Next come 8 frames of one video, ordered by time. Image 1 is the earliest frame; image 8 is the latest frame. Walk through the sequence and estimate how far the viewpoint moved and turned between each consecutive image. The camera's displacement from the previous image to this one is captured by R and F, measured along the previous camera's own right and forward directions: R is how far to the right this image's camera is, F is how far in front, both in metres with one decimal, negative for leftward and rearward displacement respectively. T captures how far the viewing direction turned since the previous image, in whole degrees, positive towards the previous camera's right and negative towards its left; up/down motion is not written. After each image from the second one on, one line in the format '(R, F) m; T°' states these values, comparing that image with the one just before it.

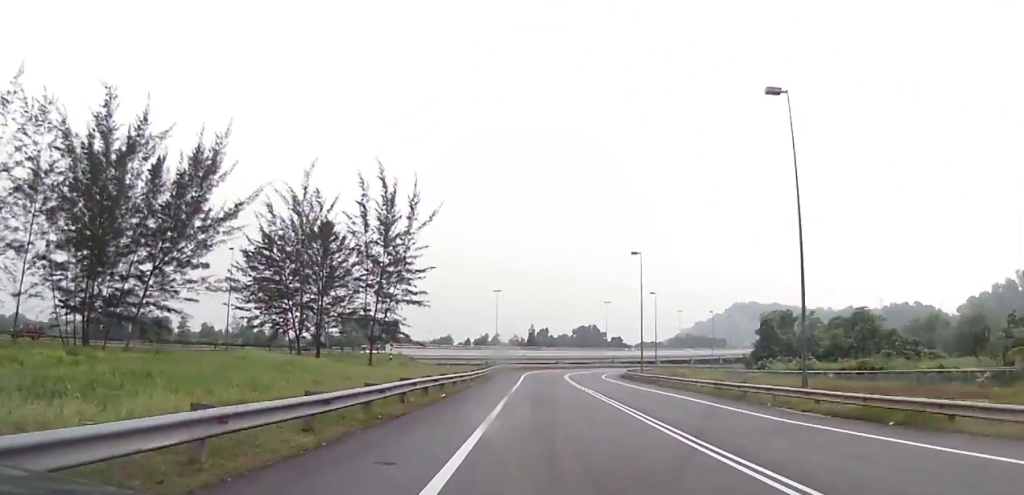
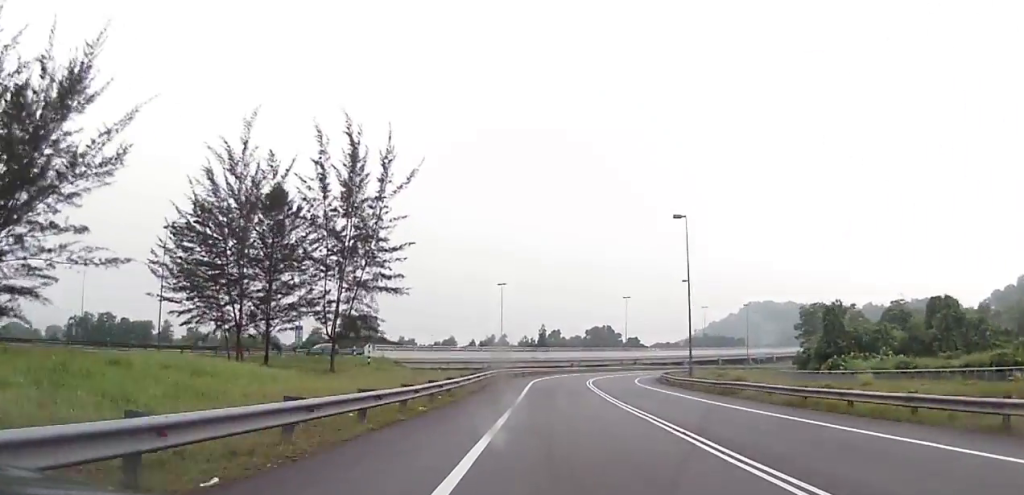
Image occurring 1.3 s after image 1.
(-0.6, +17.8) m; -1°
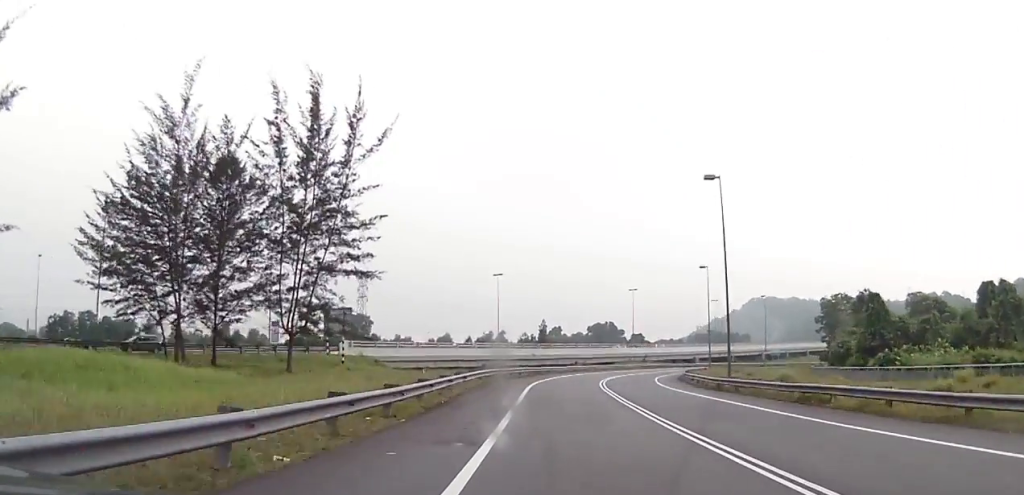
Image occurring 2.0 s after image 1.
(+0.2, +10.3) m; +1°
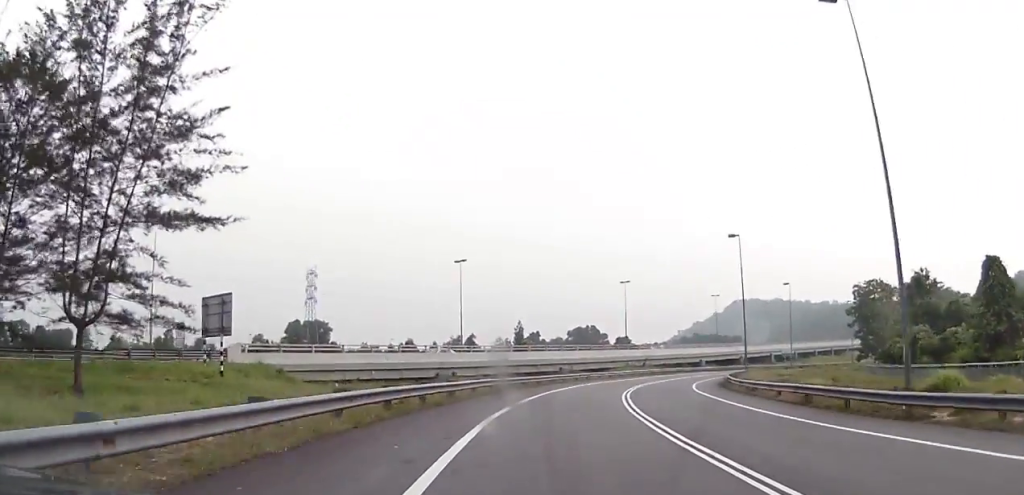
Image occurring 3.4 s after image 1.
(+0.1, +22.1) m; +2°
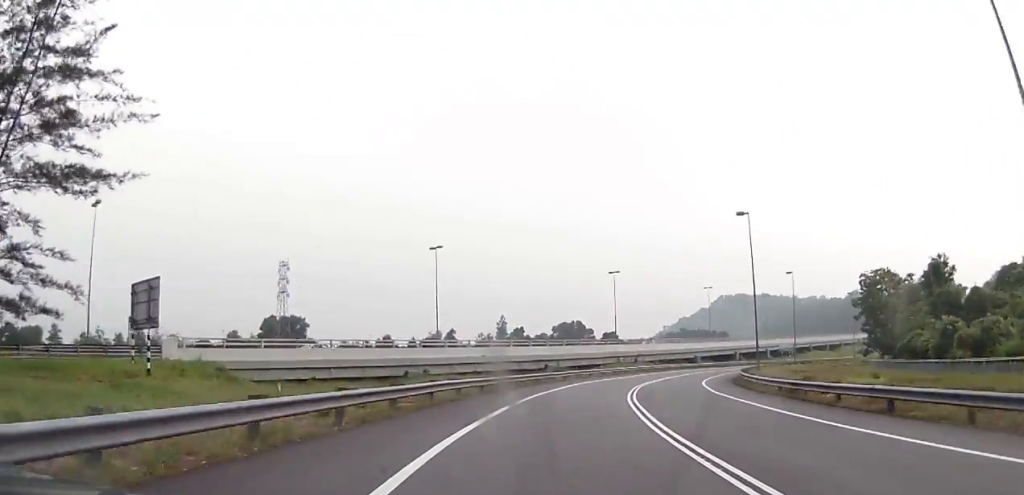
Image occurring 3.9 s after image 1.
(+0.3, +7.5) m; +2°
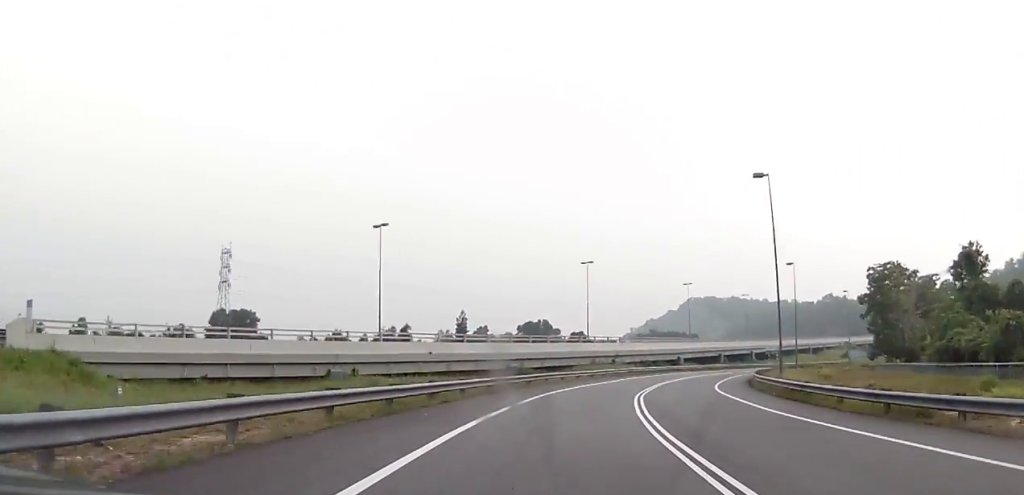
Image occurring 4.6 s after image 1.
(+0.3, +12.4) m; +3°
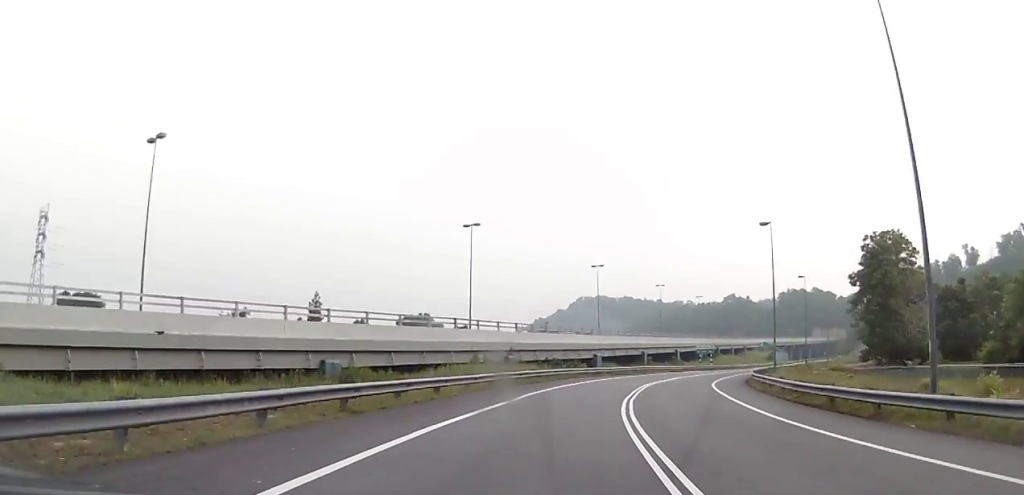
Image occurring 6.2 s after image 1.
(+1.0, +26.1) m; +7°
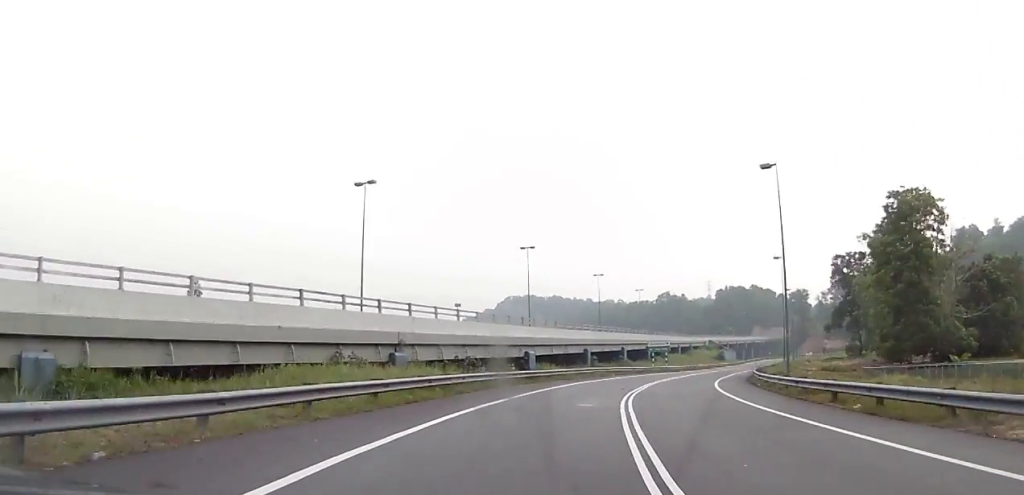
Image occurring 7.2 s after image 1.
(+1.3, +17.3) m; +8°
